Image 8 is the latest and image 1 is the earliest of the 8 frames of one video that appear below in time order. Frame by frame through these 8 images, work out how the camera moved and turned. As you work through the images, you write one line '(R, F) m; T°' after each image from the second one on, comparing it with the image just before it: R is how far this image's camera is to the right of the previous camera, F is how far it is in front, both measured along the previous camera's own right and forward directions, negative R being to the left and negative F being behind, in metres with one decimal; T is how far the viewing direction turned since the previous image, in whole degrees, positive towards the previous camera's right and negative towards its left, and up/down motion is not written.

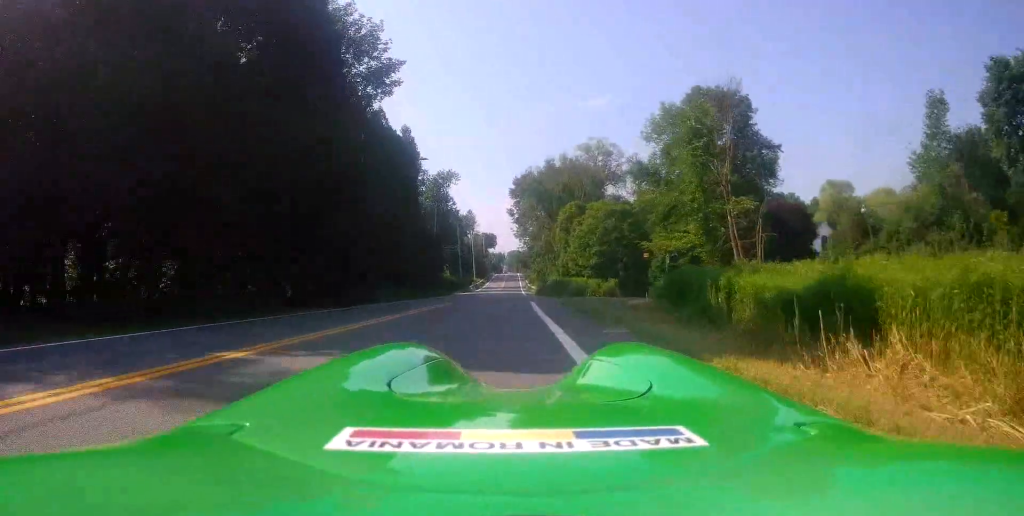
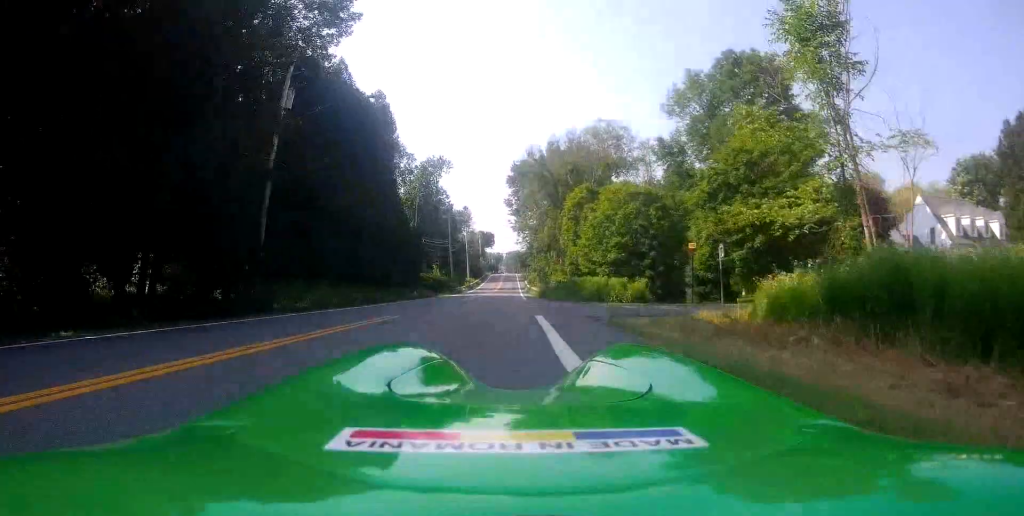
(-0.4, +11.0) m; -2°
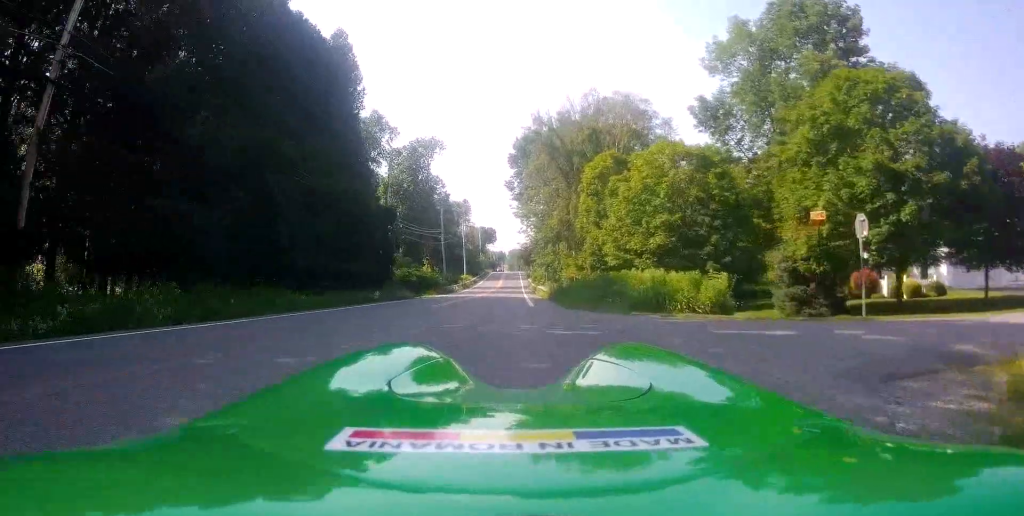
(-0.1, +12.3) m; 0°
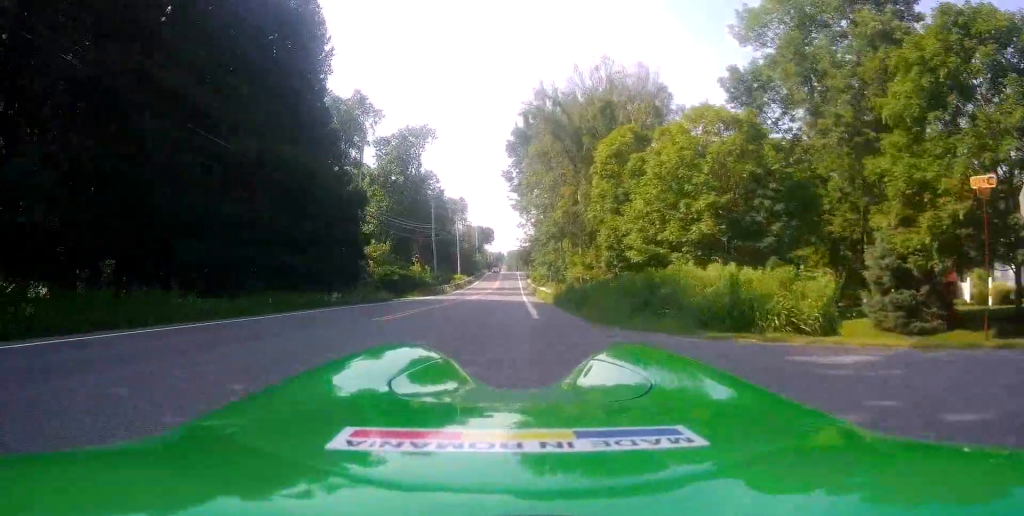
(0.0, +6.8) m; 0°
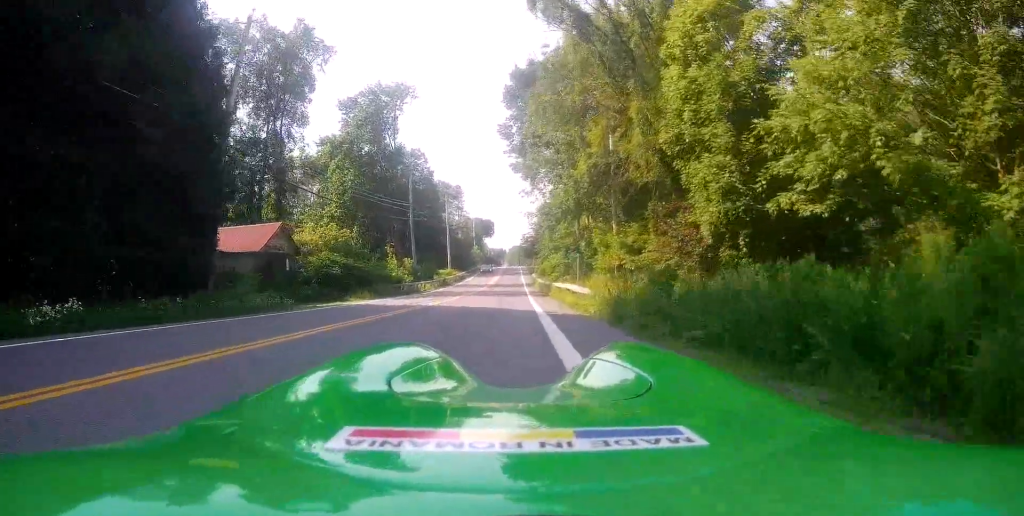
(-0.2, +16.6) m; -1°
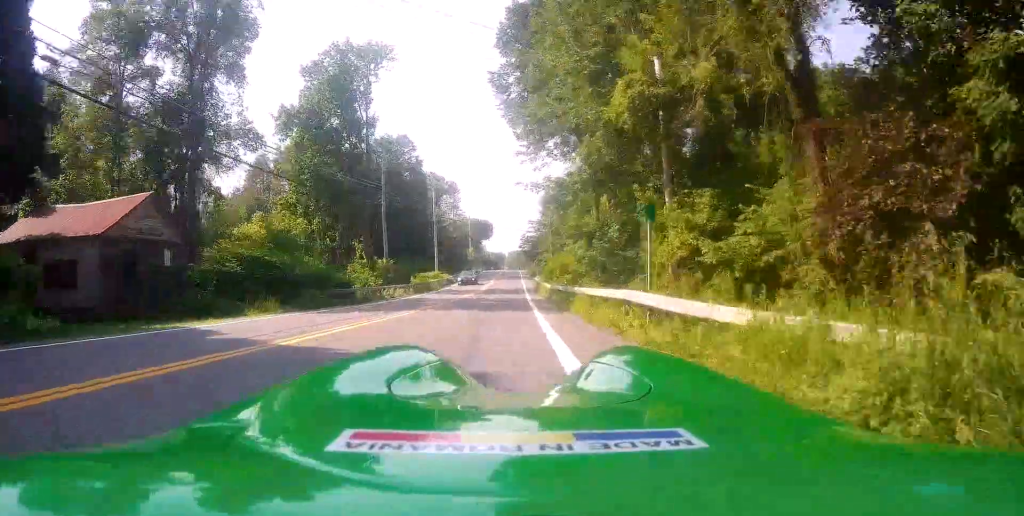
(-0.1, +11.5) m; 0°
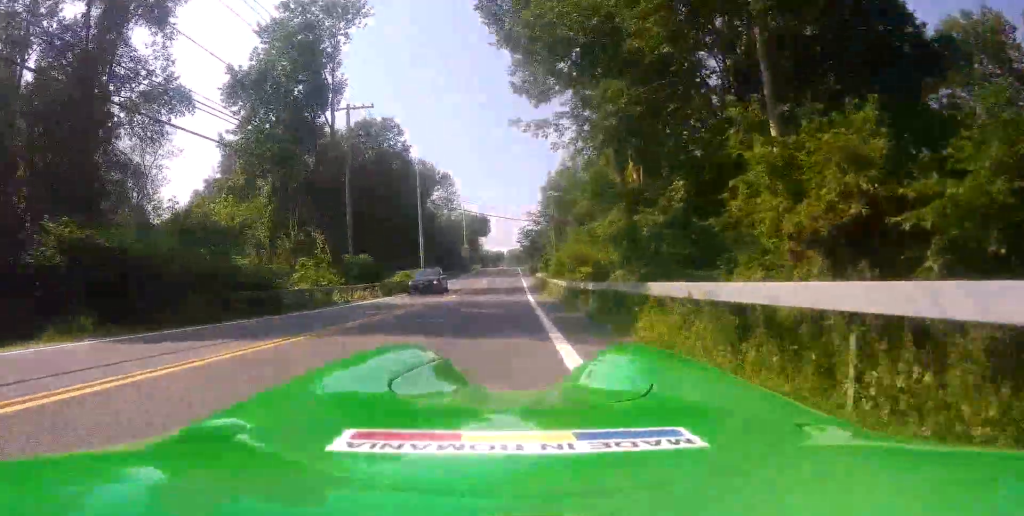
(0.0, +9.3) m; +1°
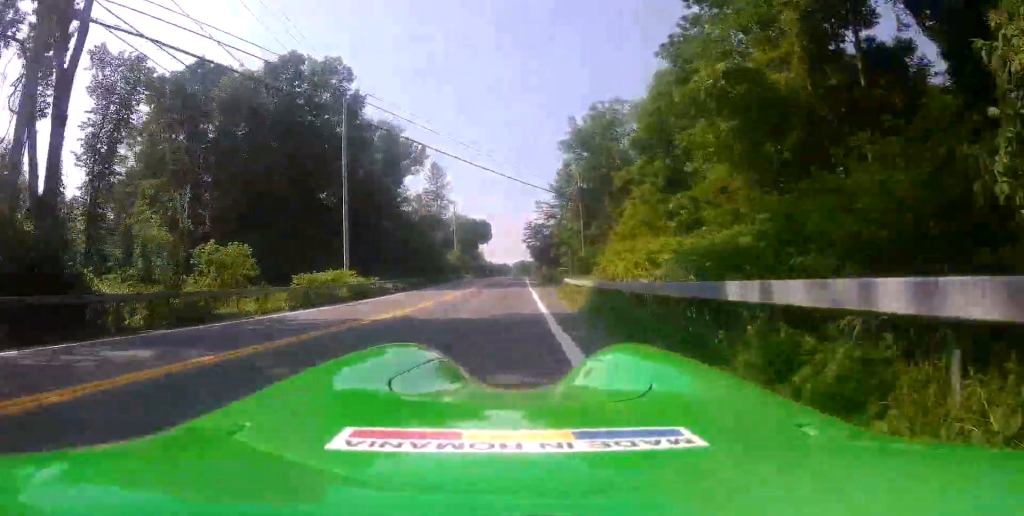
(+0.5, +25.9) m; +1°
